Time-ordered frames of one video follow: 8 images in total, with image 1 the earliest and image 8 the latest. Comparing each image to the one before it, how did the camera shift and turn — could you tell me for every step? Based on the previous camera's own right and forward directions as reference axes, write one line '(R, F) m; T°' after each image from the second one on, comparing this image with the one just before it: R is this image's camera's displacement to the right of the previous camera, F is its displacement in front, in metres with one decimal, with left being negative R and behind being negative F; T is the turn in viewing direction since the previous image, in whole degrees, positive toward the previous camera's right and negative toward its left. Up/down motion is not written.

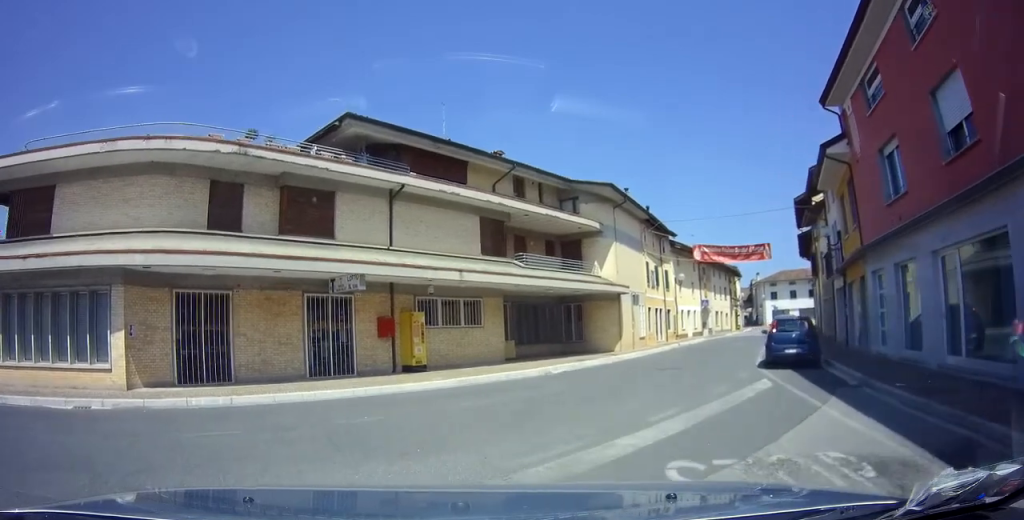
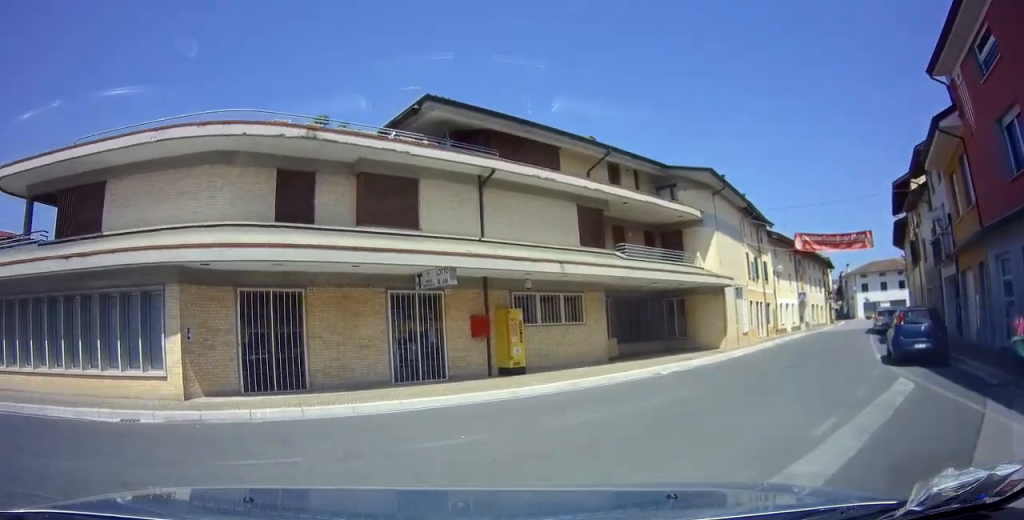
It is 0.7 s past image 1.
(+0.1, +3.2) m; -3°
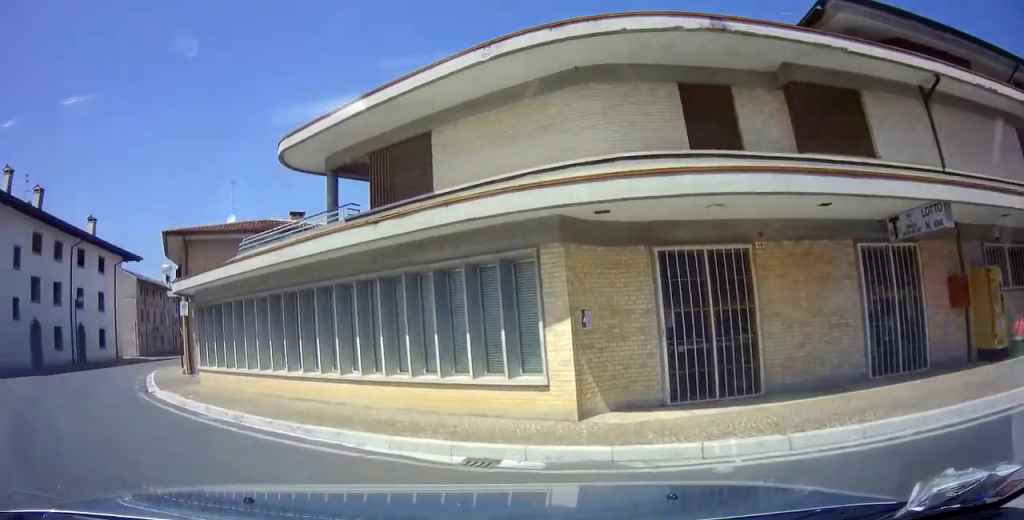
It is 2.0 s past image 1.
(-1.0, +4.5) m; -40°
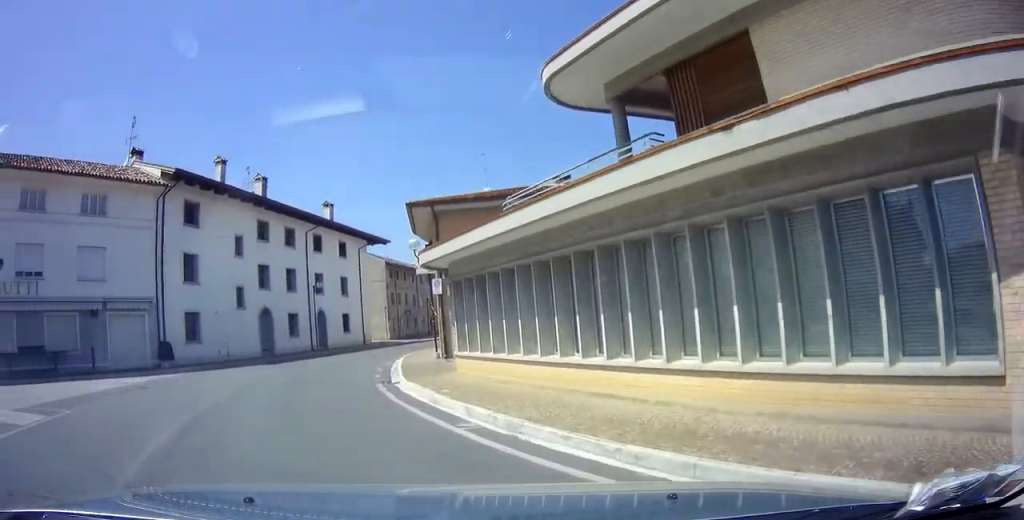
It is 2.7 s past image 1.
(-0.9, +2.6) m; -33°
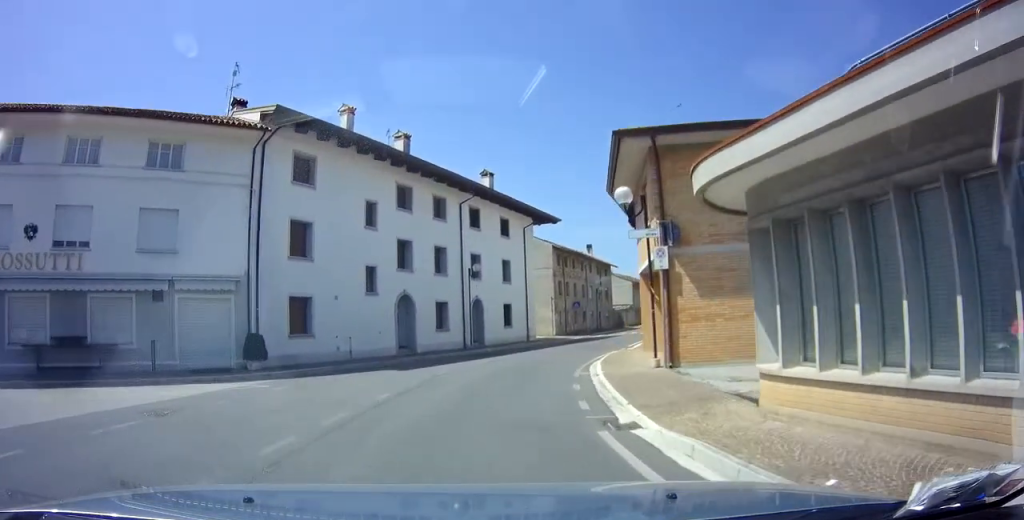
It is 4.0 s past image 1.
(-1.4, +6.7) m; -11°
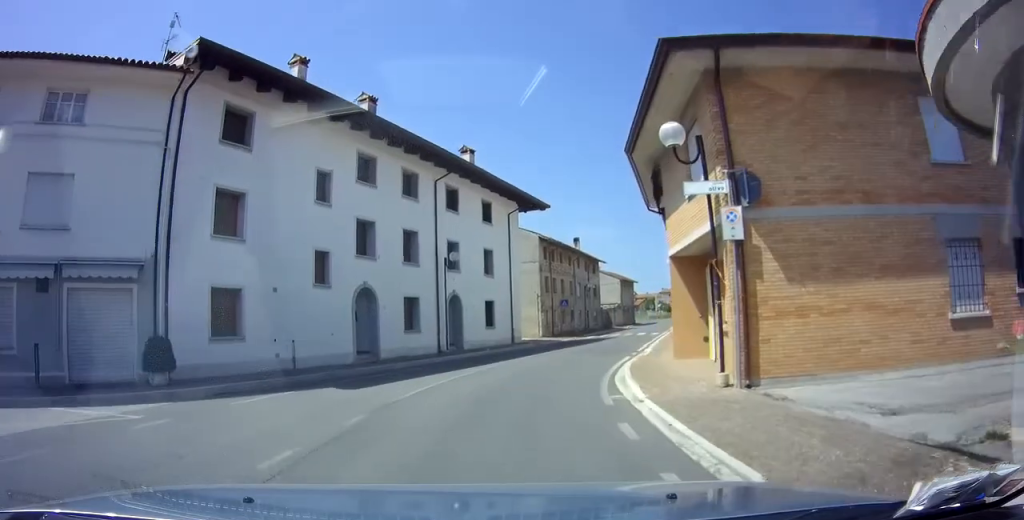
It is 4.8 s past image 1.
(+0.1, +5.1) m; +3°
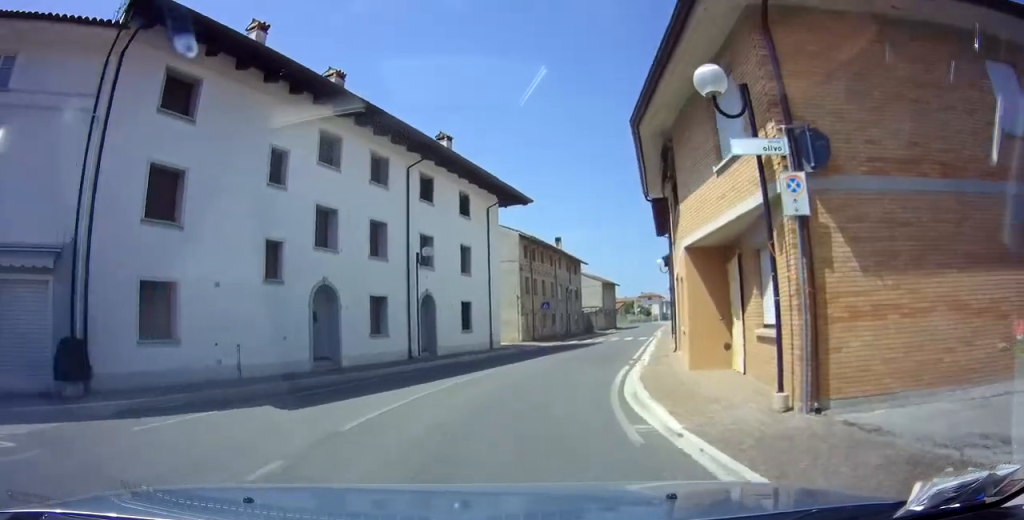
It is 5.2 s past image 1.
(+0.1, +2.8) m; +5°
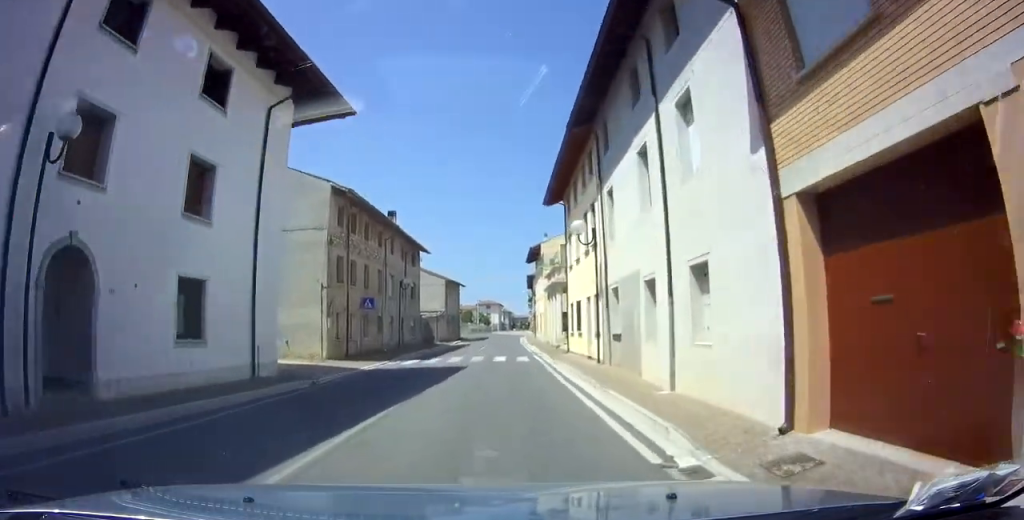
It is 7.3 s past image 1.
(+3.1, +14.2) m; +20°
